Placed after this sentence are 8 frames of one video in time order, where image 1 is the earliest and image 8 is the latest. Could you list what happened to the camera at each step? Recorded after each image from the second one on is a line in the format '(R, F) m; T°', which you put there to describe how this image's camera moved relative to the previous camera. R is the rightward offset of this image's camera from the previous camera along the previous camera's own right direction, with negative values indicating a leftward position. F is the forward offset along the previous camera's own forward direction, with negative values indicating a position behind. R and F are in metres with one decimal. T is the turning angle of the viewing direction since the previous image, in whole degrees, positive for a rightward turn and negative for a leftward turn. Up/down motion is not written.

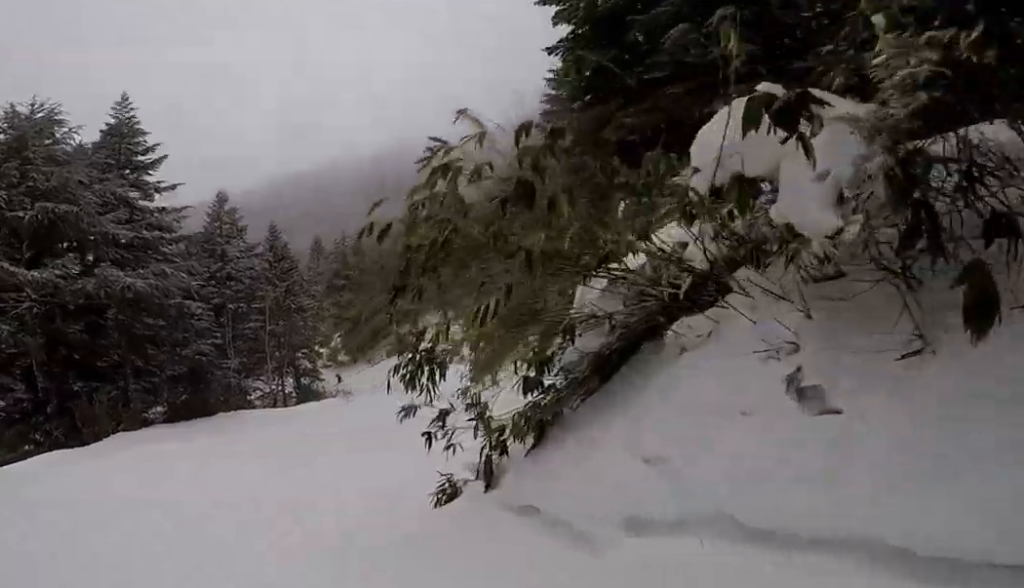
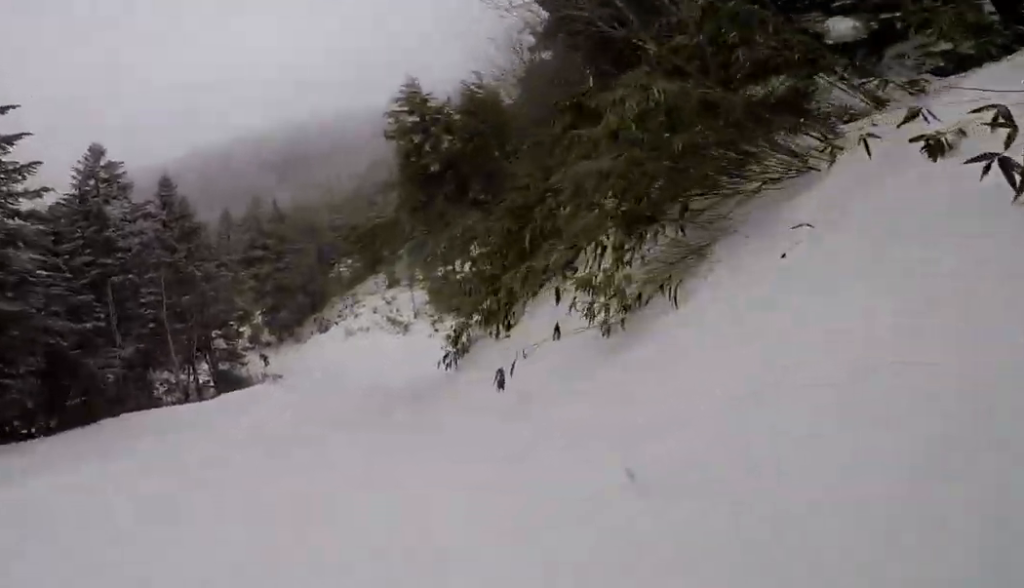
(0.0, +1.3) m; -1°
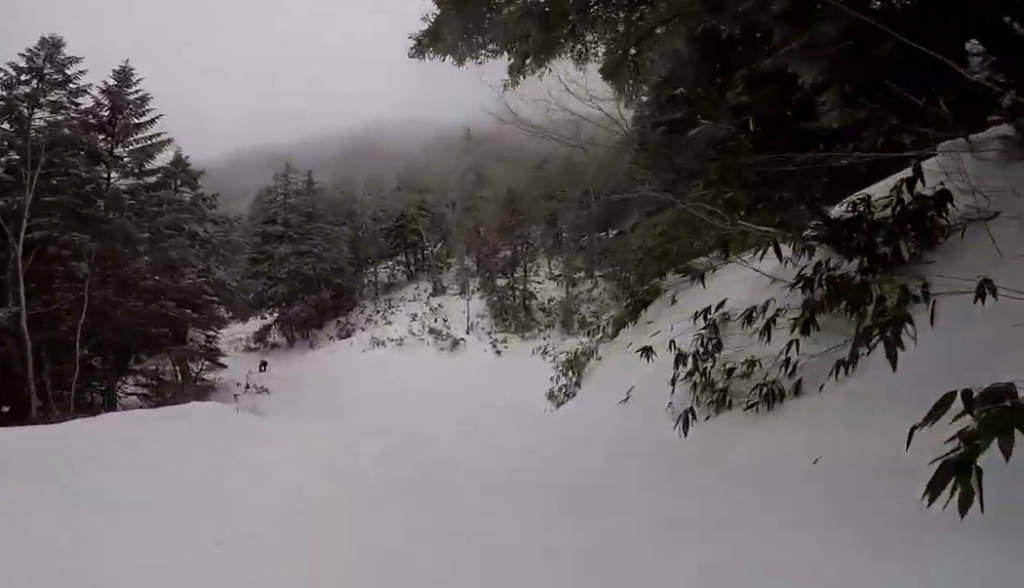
(-0.6, +2.2) m; -36°
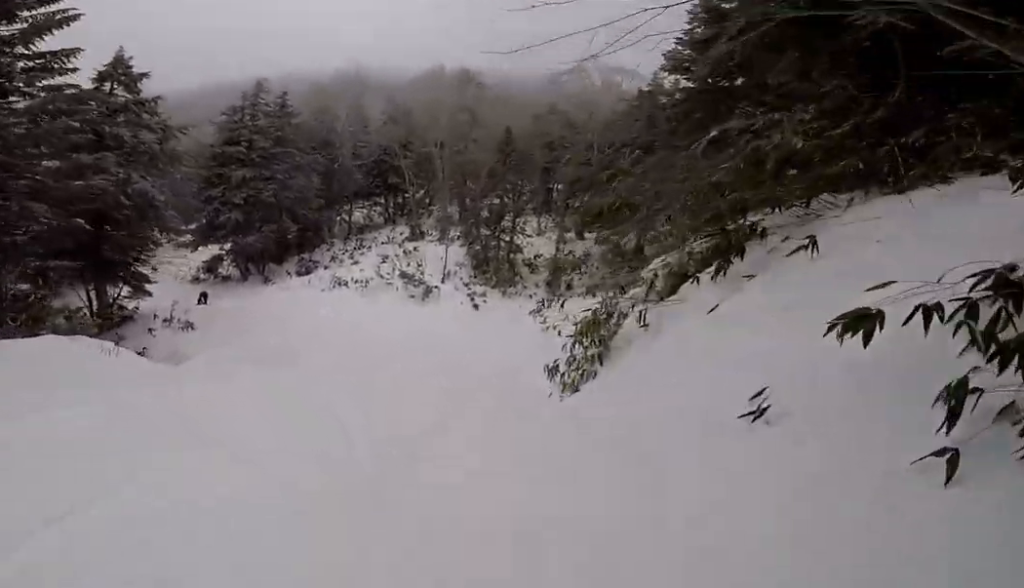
(-0.2, +0.8) m; -12°
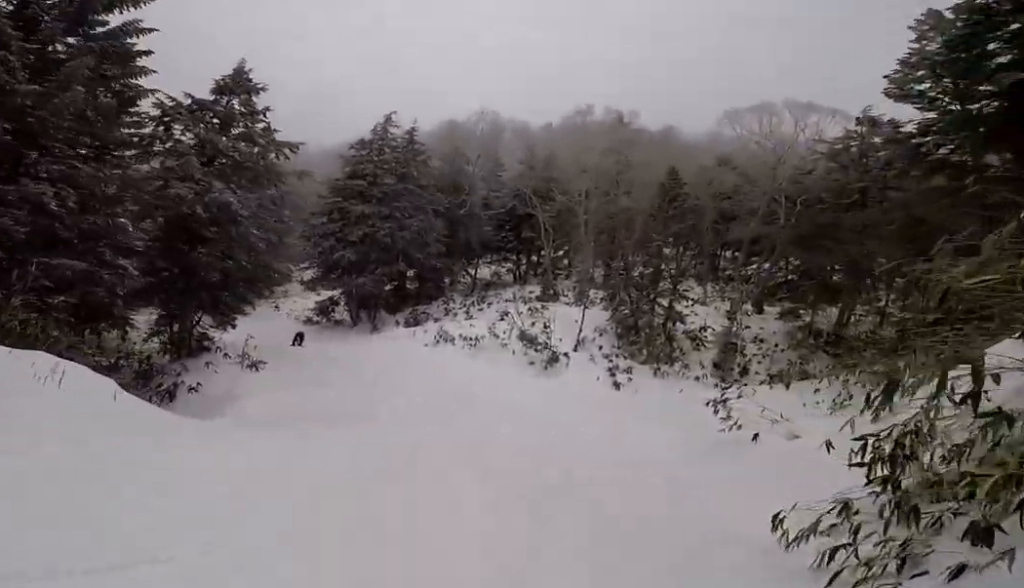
(0.0, +1.0) m; +6°
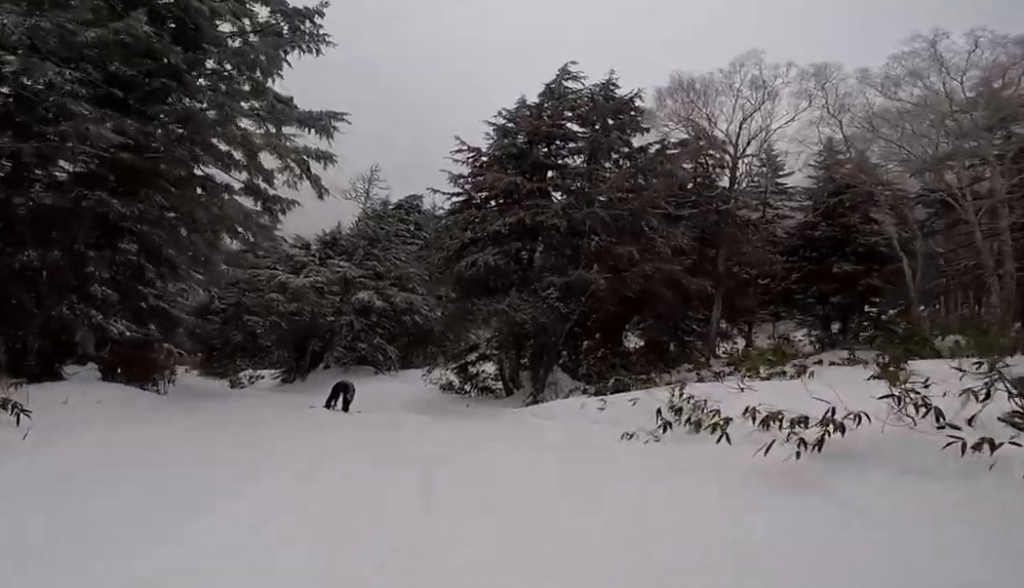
(+1.0, +2.6) m; +39°
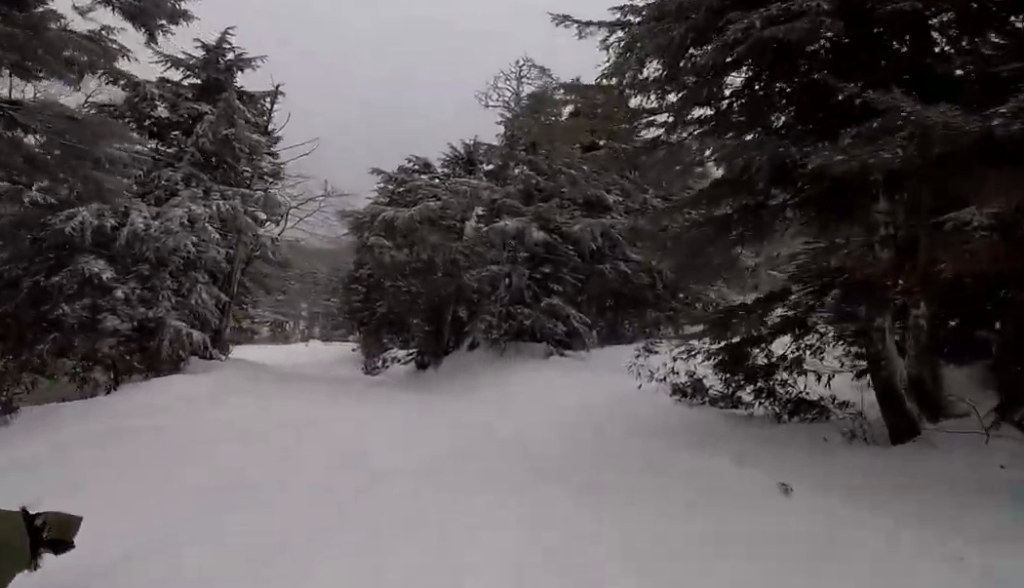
(-0.1, +3.0) m; -22°
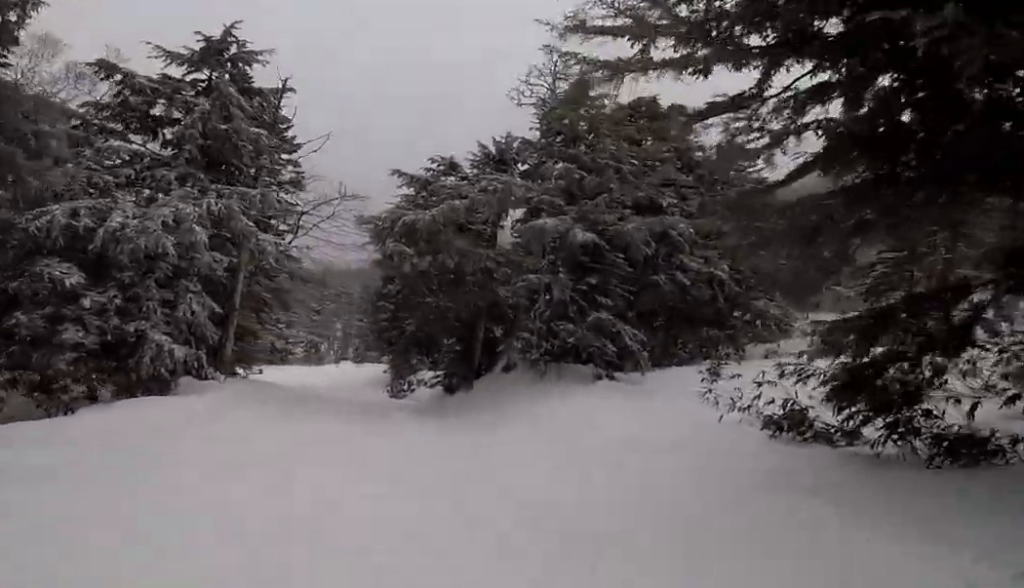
(-0.1, +0.6) m; -11°
